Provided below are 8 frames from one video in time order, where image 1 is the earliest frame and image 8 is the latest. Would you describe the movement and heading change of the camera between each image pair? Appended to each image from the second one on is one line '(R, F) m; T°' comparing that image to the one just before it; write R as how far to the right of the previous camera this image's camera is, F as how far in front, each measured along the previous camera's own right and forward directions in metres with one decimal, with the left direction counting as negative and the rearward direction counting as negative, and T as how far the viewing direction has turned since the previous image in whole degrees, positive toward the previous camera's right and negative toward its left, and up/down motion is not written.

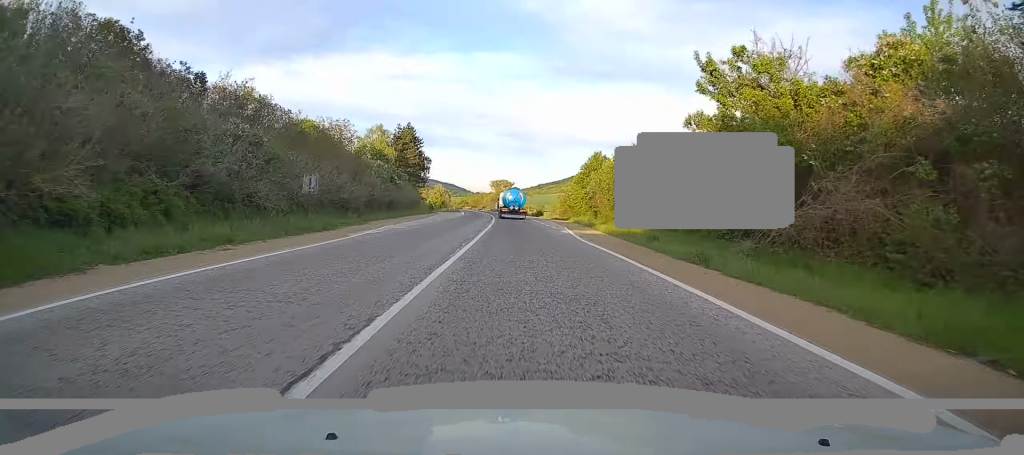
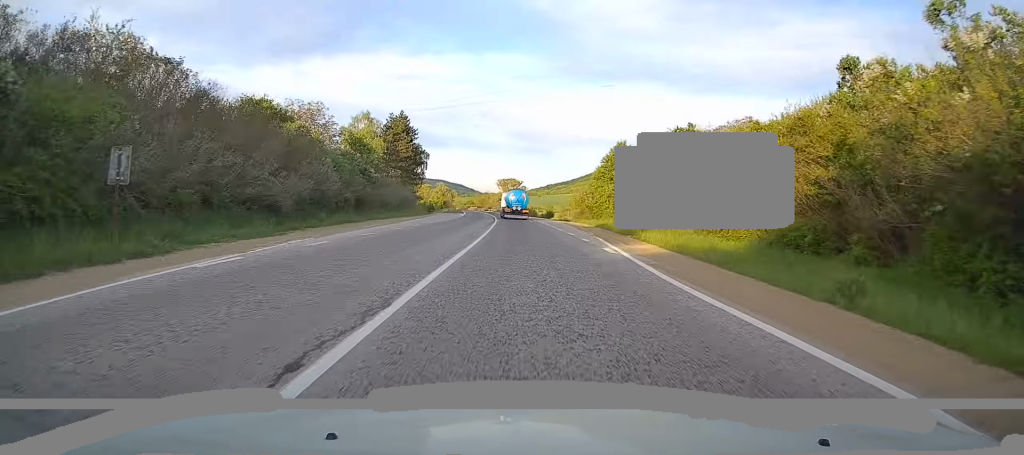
(+0.1, +14.3) m; -1°
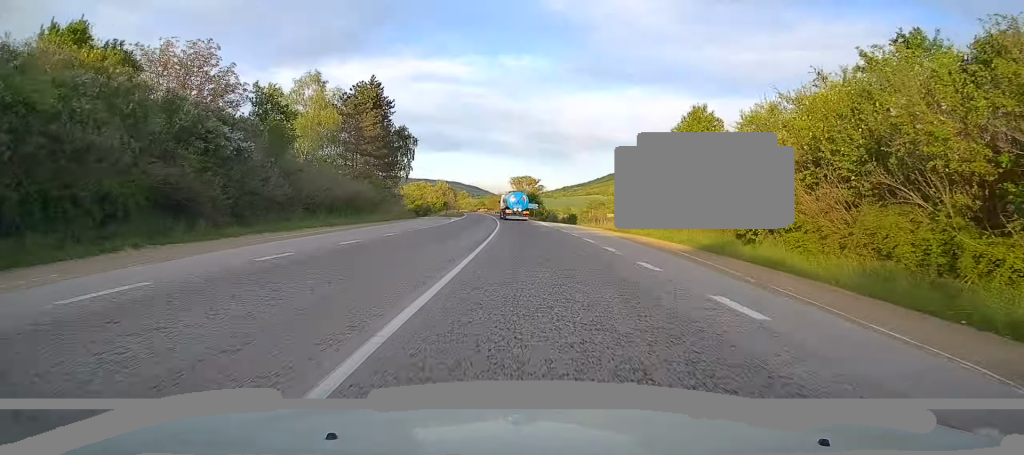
(-0.6, +28.4) m; -2°
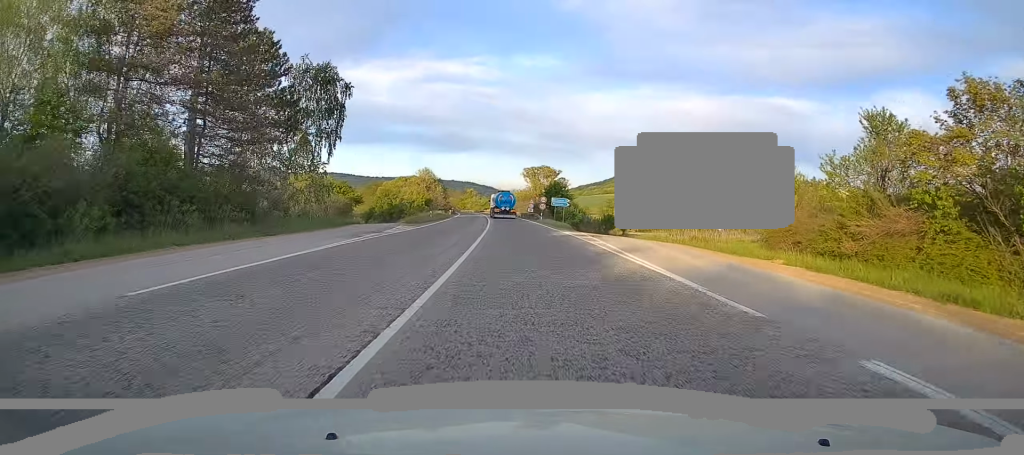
(-0.9, +40.2) m; -2°
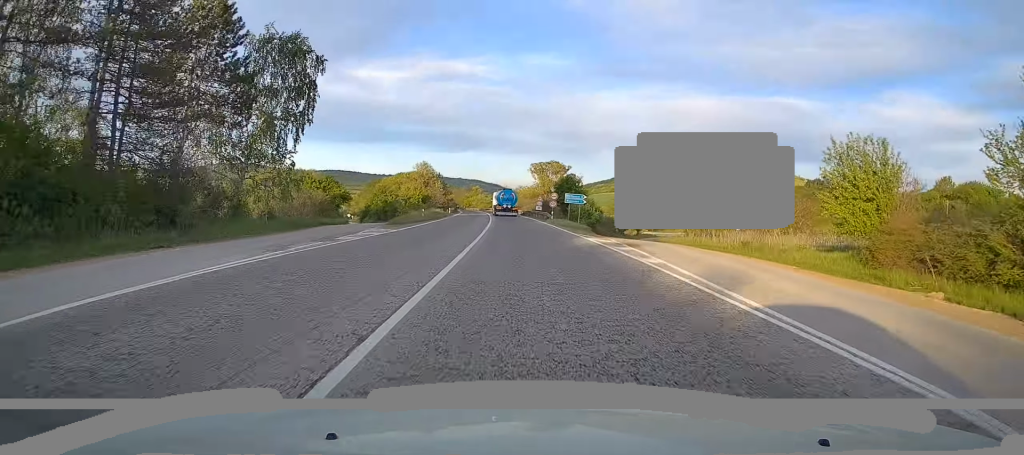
(0.0, +8.6) m; 0°
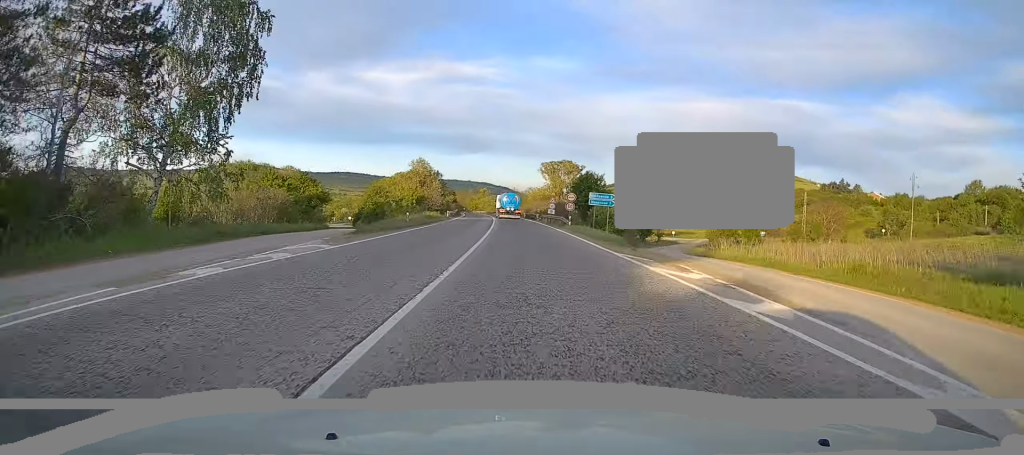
(0.0, +10.8) m; 0°
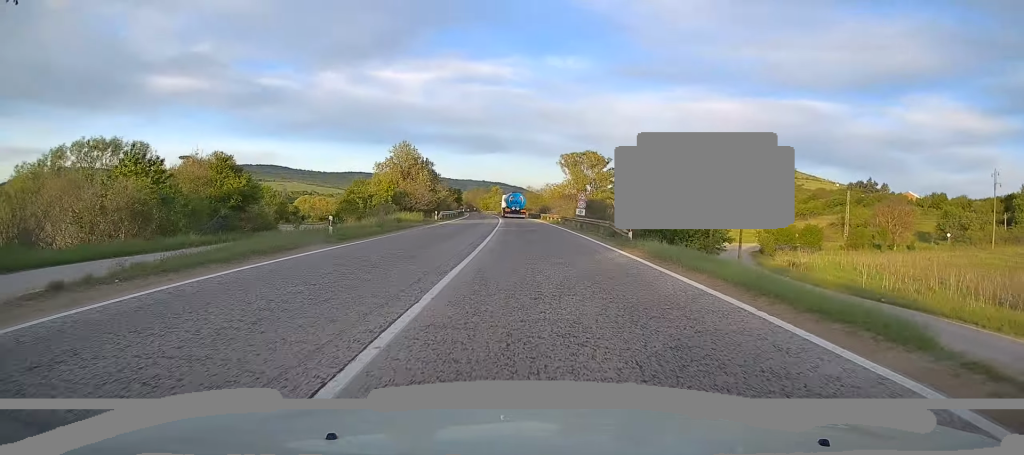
(-0.1, +19.3) m; -1°
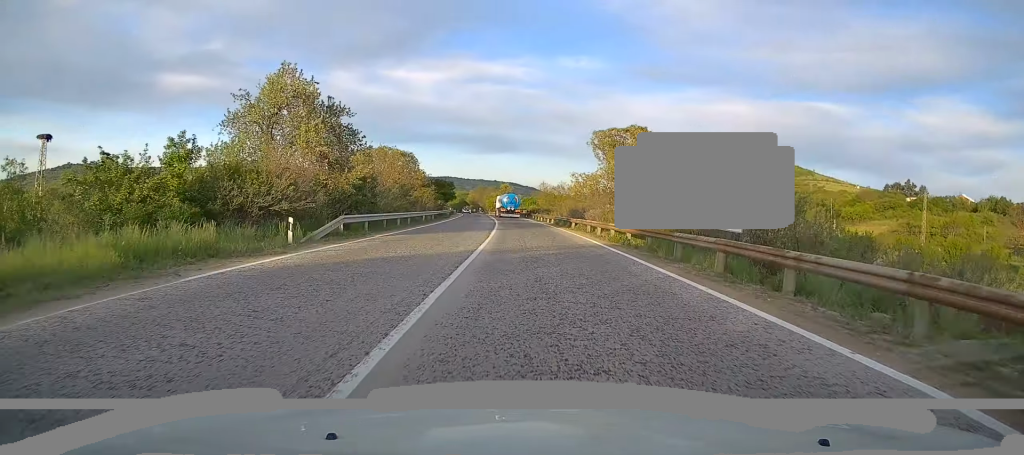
(-0.7, +33.3) m; -2°
